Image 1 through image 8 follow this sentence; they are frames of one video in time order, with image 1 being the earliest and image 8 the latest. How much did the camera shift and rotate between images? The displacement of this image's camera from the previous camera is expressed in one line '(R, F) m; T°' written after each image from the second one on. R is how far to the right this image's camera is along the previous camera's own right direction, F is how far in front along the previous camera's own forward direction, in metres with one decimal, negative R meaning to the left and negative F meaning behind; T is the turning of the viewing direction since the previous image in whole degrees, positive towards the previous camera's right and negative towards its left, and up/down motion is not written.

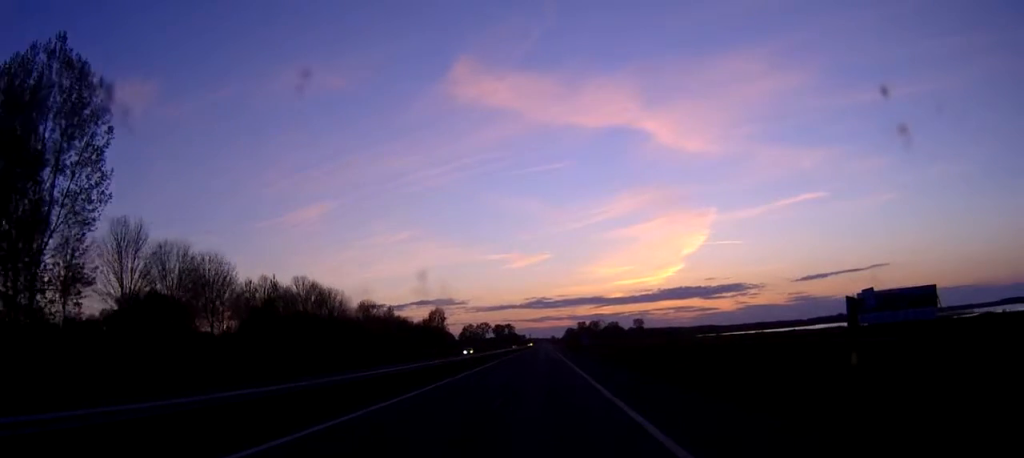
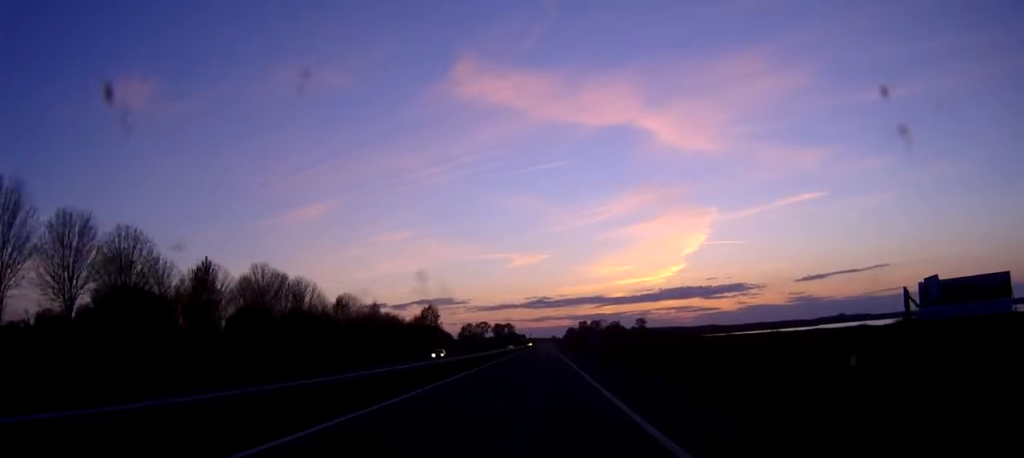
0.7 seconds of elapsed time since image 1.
(+0.1, +17.8) m; 0°
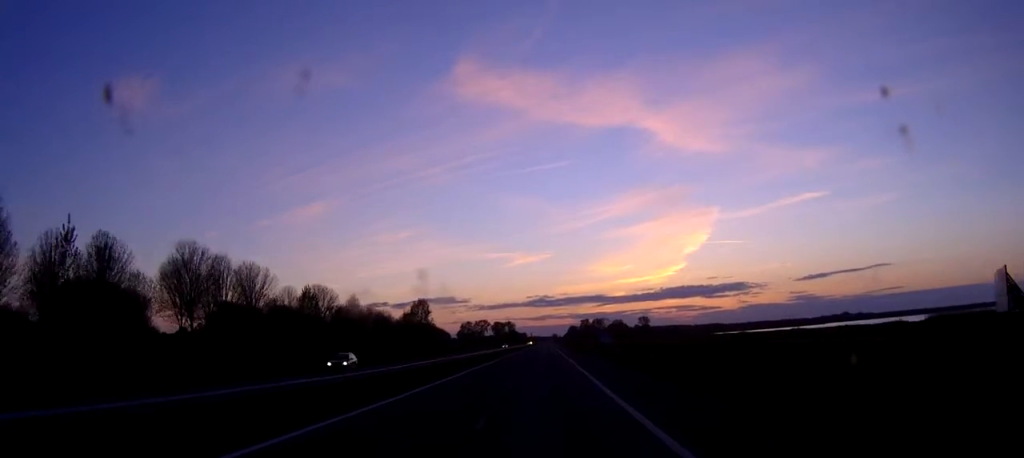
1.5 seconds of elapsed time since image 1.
(0.0, +22.2) m; -1°
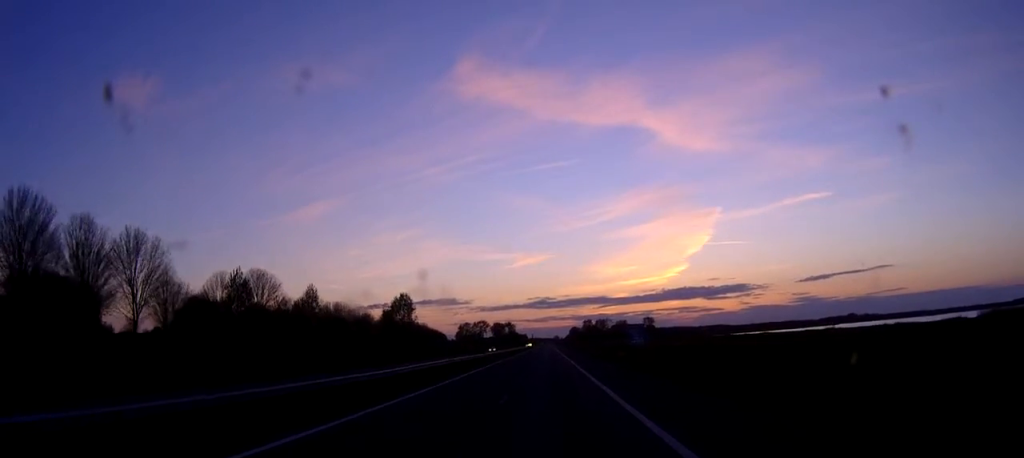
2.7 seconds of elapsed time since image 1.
(-0.3, +30.9) m; -1°
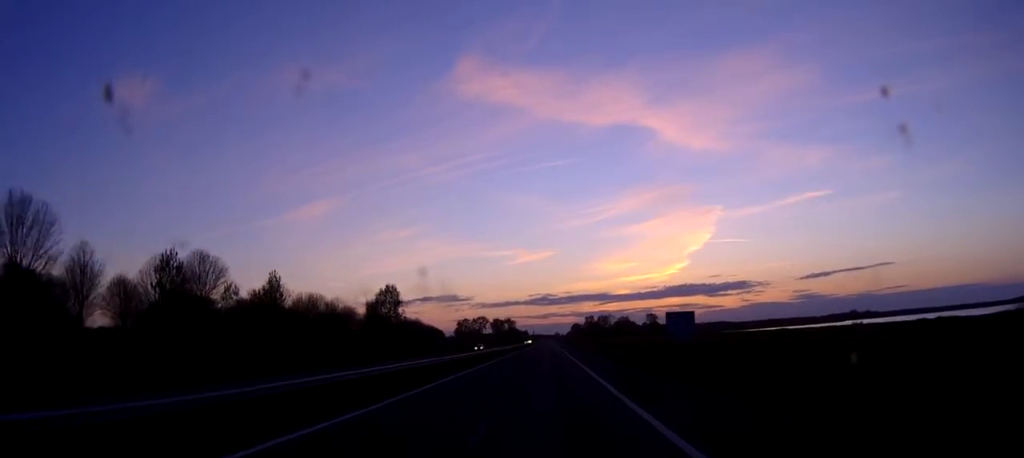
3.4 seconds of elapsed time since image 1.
(0.0, +19.4) m; 0°
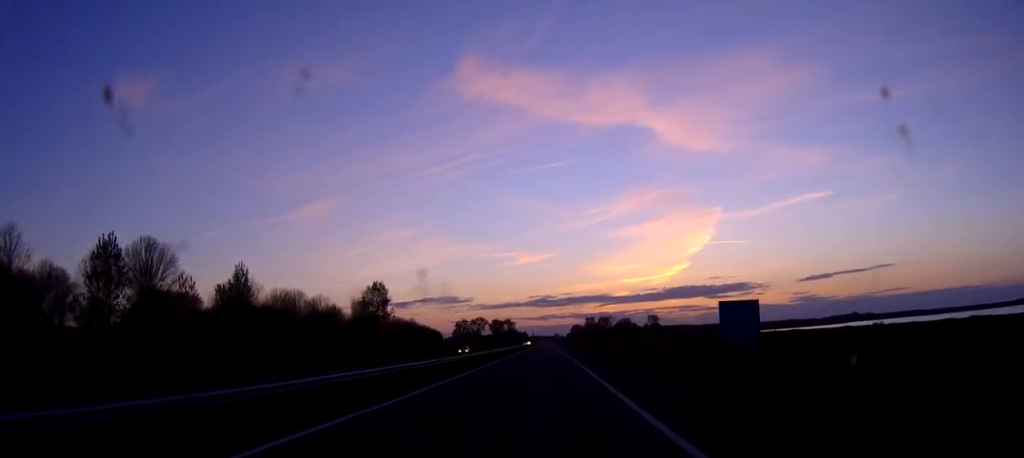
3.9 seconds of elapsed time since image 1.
(0.0, +13.3) m; -1°
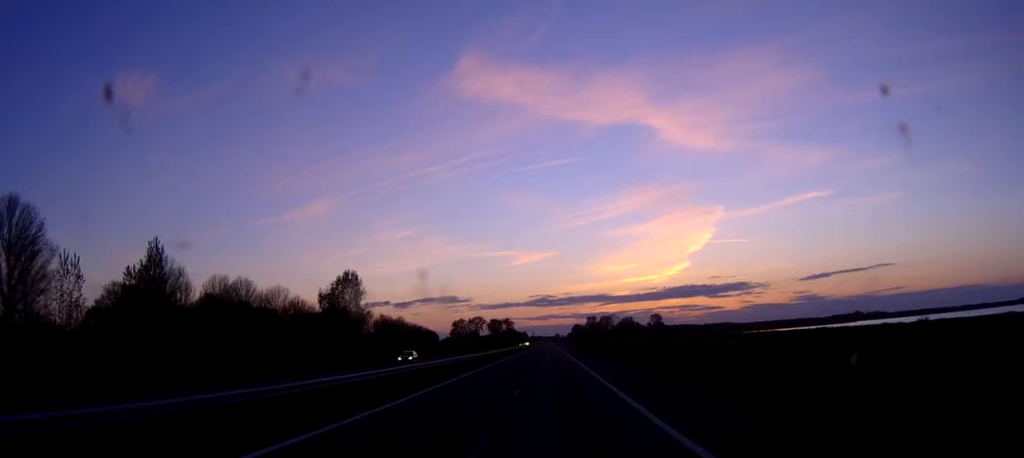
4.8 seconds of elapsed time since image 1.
(-0.3, +24.6) m; -1°
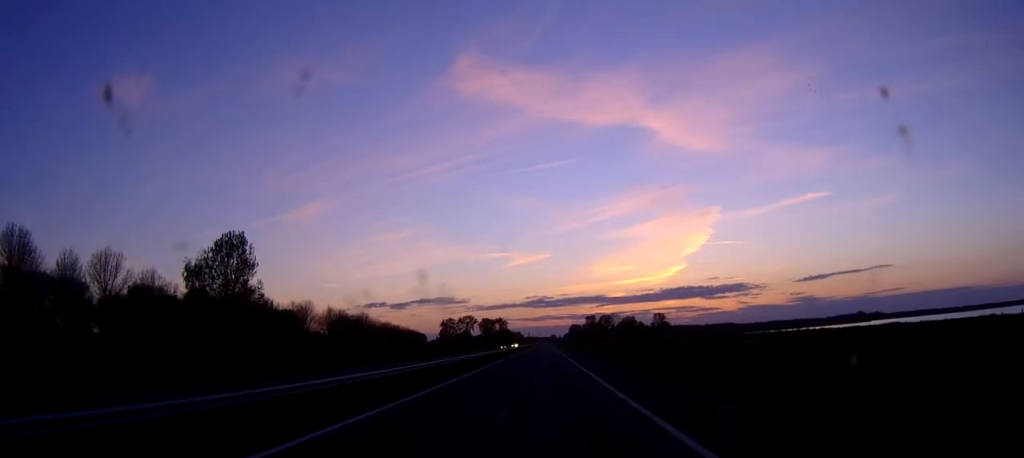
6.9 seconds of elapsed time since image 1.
(+0.5, +54.2) m; +2°
